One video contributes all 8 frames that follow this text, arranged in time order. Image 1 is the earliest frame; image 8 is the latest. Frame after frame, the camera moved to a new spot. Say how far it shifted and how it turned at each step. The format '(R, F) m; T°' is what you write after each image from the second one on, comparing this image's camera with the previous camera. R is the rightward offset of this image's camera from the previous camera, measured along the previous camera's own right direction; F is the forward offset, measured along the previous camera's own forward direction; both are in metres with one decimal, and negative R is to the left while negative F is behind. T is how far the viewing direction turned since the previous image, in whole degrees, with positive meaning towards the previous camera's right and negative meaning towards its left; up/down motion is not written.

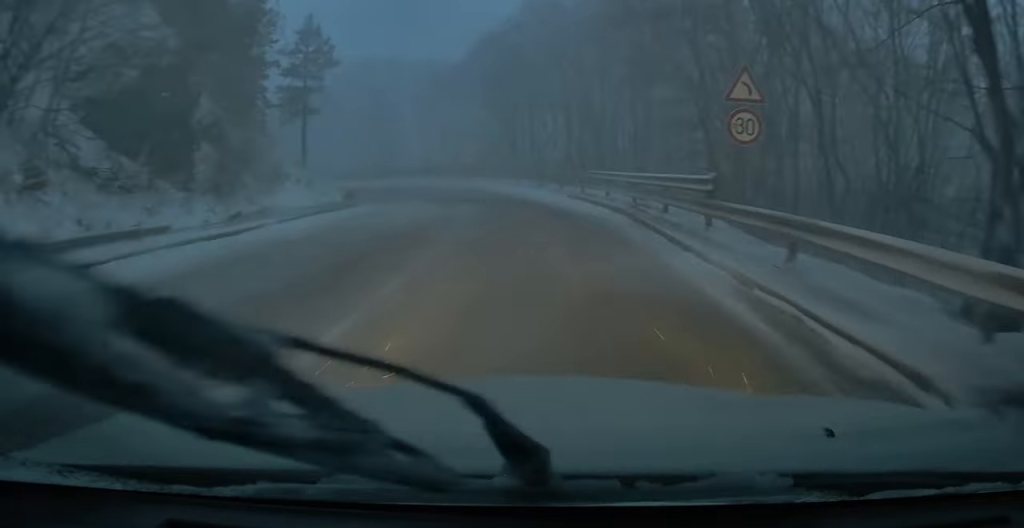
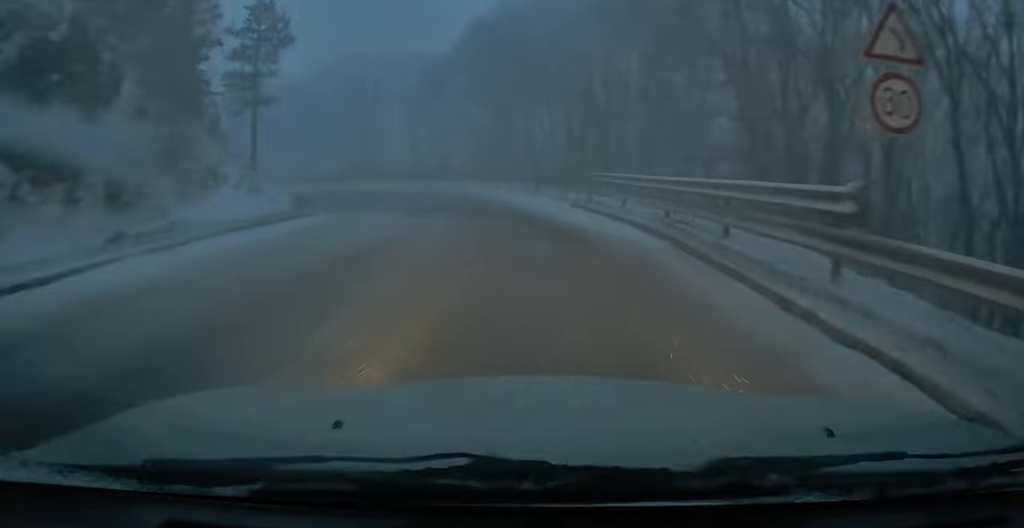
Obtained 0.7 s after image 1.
(-0.1, +4.9) m; 0°
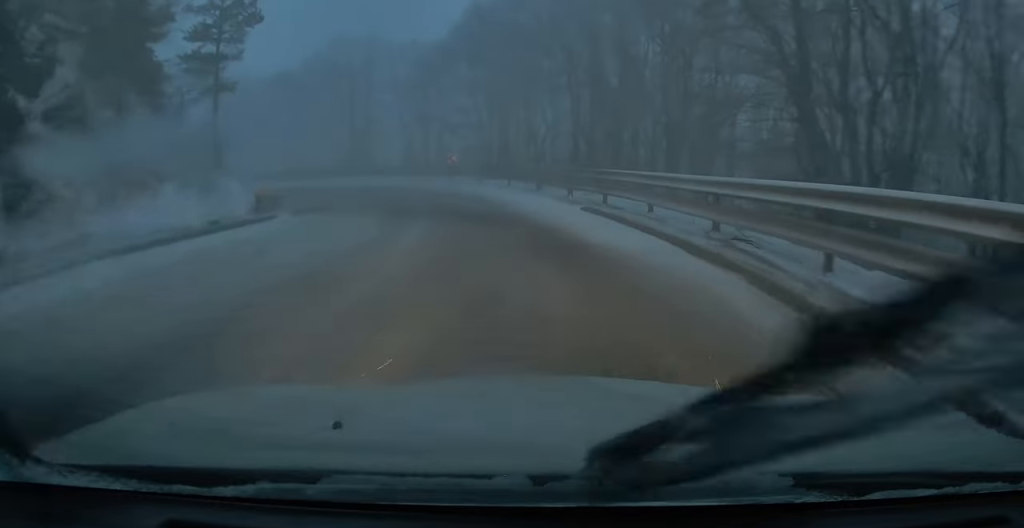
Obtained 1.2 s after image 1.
(-0.1, +3.3) m; +1°
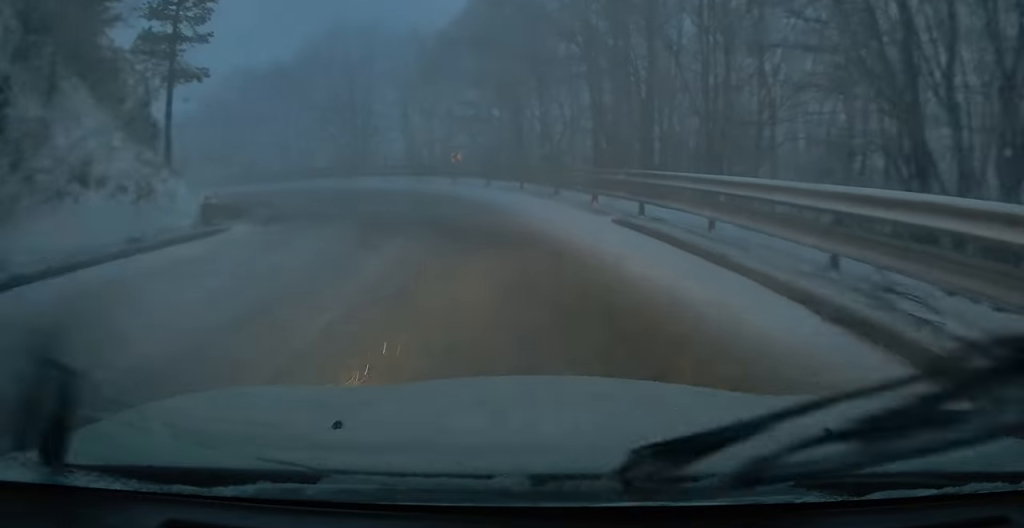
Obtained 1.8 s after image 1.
(+0.1, +3.7) m; -1°
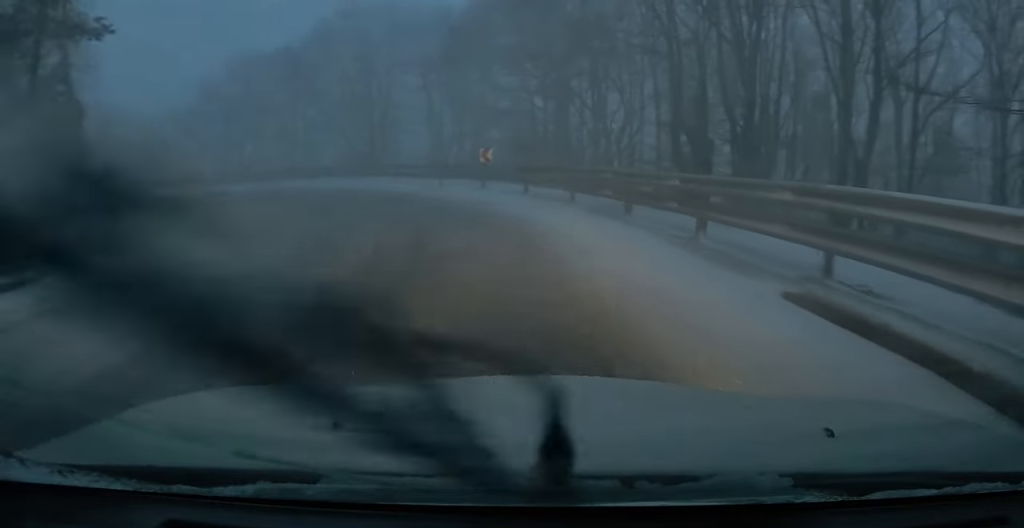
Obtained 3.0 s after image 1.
(-0.3, +7.6) m; -8°
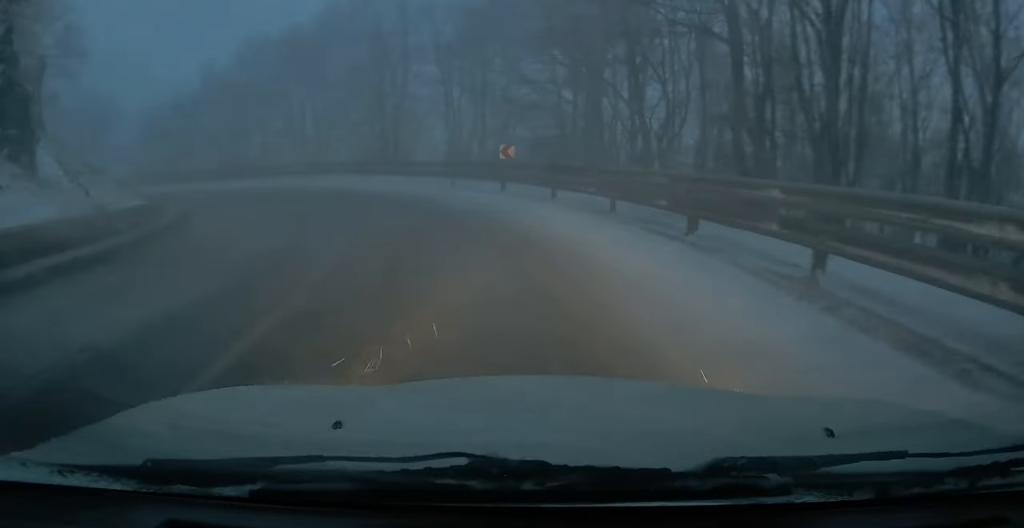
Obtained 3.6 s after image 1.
(-0.2, +3.7) m; -4°
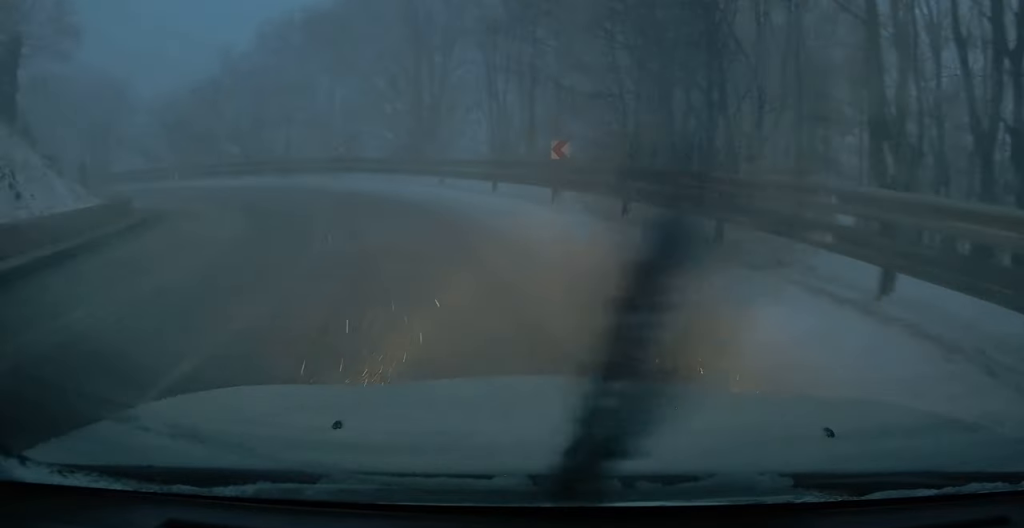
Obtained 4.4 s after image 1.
(-0.3, +5.0) m; +2°
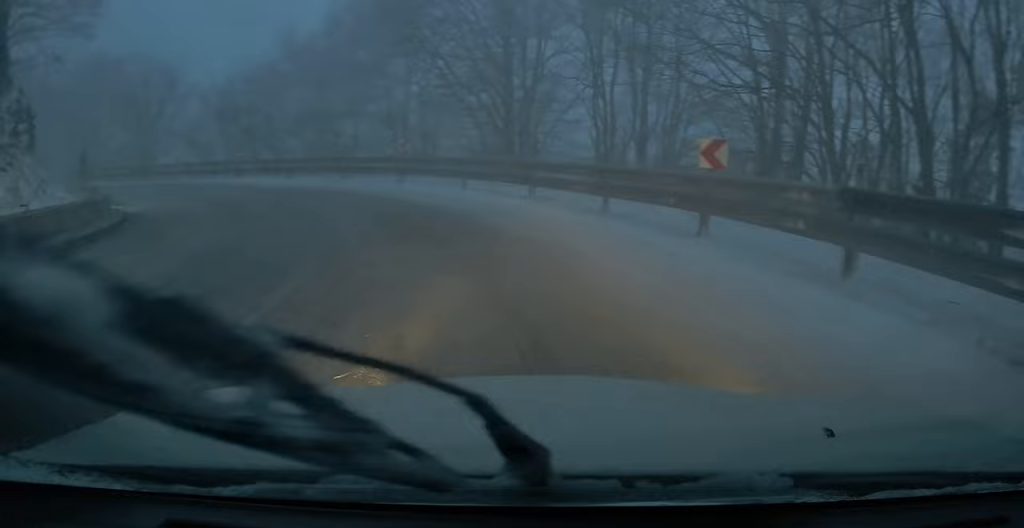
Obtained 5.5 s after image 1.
(+0.5, +6.3) m; -1°
